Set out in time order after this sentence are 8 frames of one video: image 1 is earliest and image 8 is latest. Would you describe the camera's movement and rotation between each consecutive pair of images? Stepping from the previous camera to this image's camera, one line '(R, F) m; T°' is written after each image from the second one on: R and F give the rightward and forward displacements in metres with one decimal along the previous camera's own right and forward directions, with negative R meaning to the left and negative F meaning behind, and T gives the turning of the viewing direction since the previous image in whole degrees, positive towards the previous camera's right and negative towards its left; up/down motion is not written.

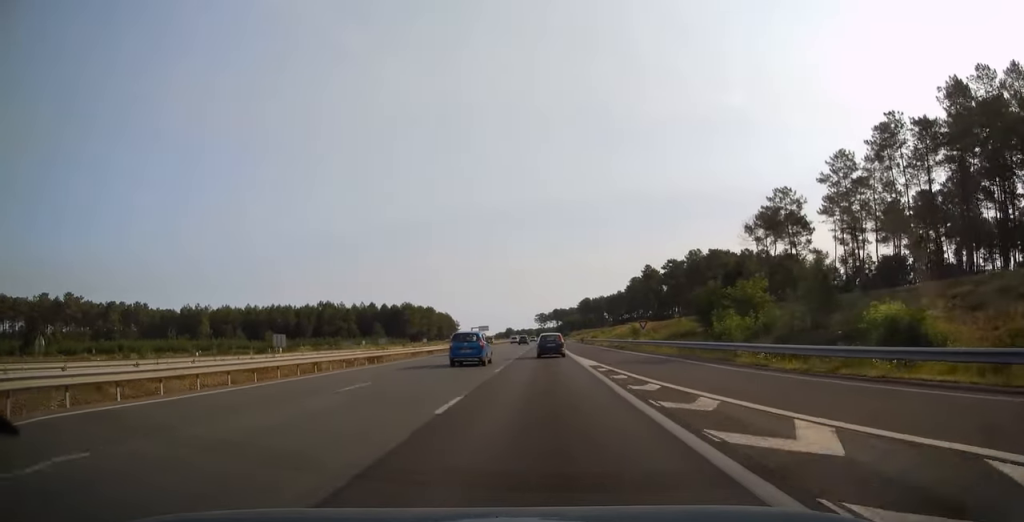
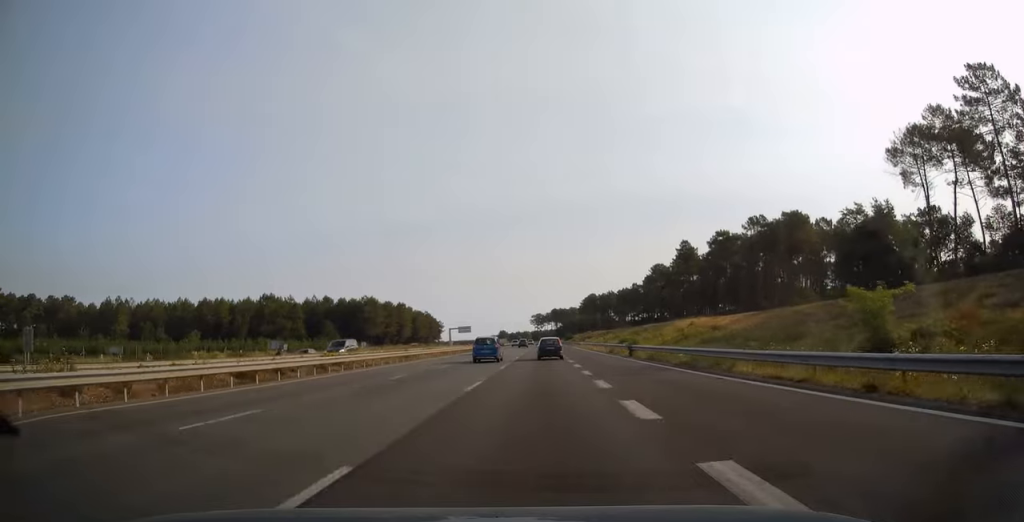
(-0.2, +59.6) m; 0°
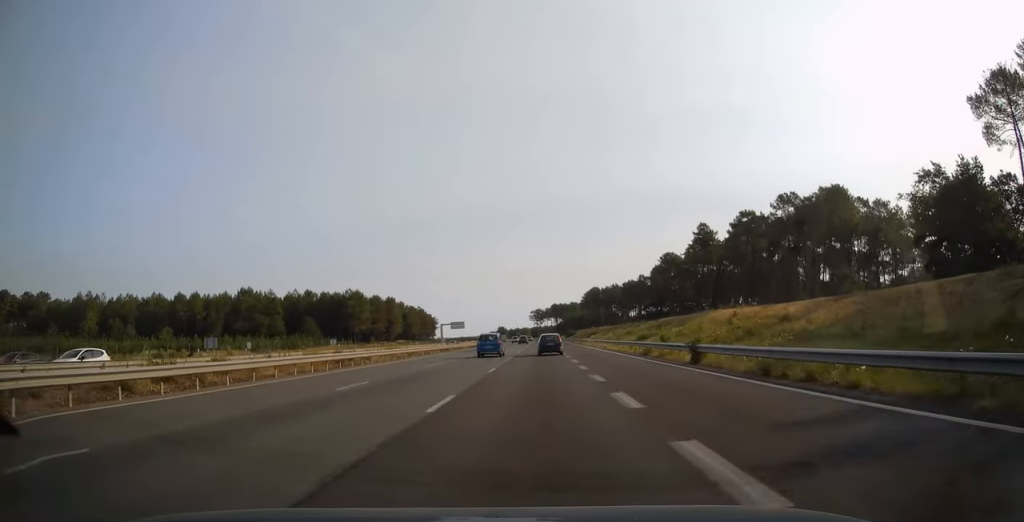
(+0.2, +18.2) m; 0°
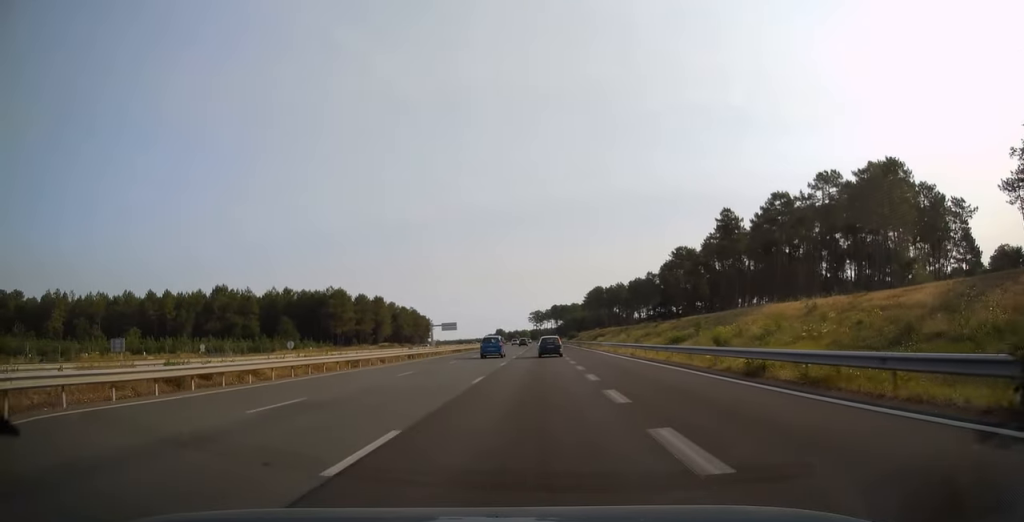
(+0.1, +18.2) m; 0°
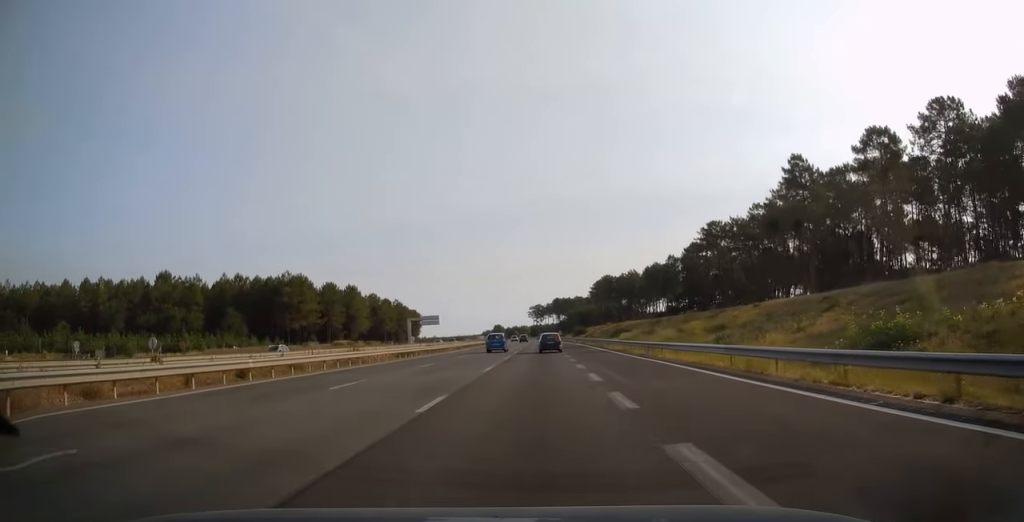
(-0.2, +34.0) m; 0°
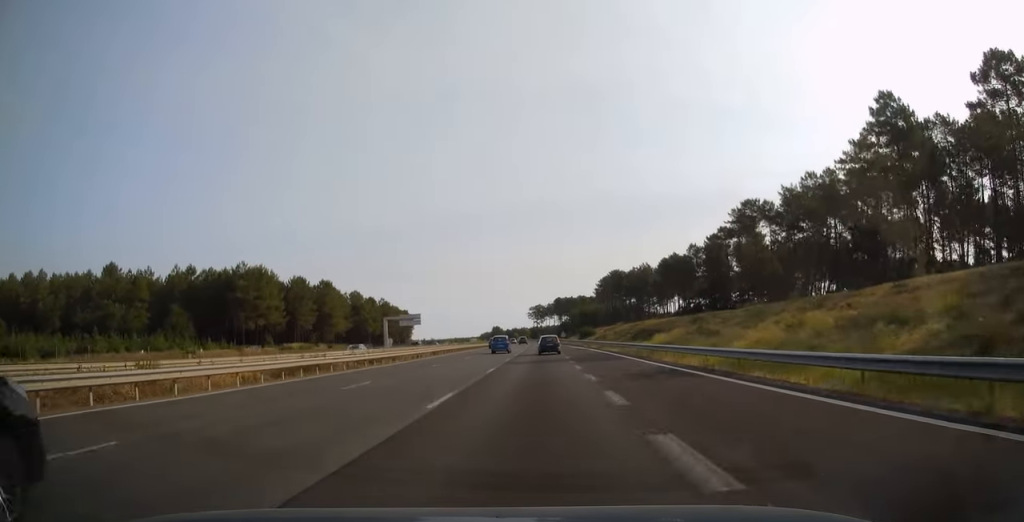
(0.0, +25.1) m; 0°
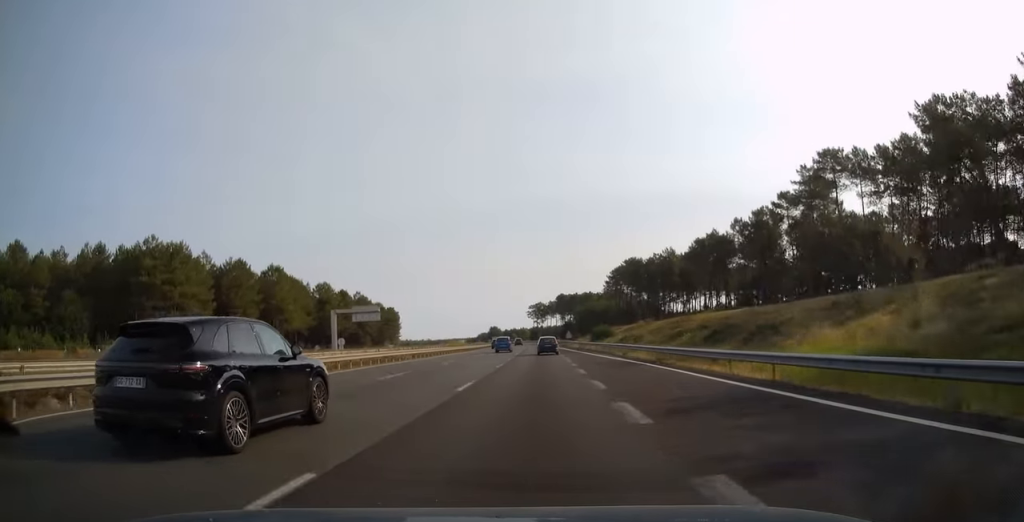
(0.0, +34.9) m; 0°
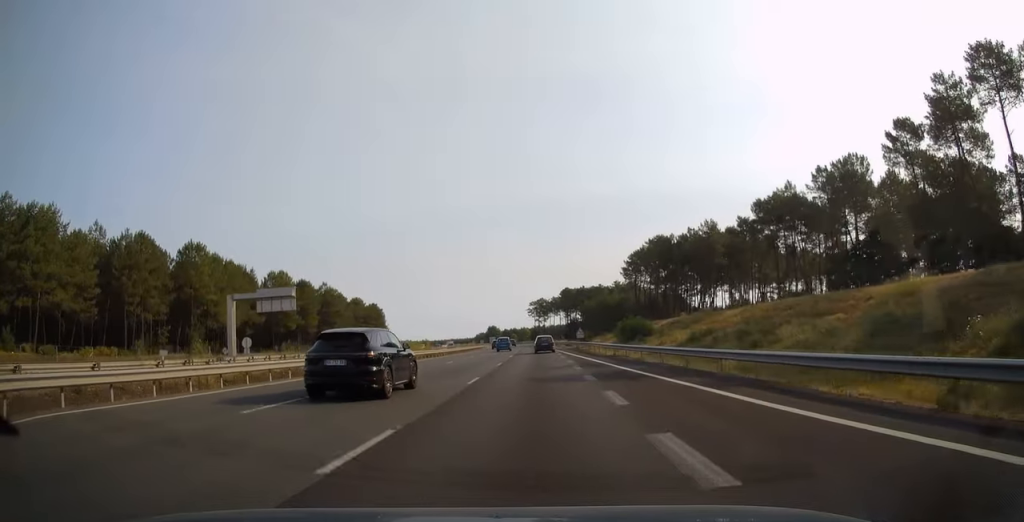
(-0.1, +36.3) m; 0°
